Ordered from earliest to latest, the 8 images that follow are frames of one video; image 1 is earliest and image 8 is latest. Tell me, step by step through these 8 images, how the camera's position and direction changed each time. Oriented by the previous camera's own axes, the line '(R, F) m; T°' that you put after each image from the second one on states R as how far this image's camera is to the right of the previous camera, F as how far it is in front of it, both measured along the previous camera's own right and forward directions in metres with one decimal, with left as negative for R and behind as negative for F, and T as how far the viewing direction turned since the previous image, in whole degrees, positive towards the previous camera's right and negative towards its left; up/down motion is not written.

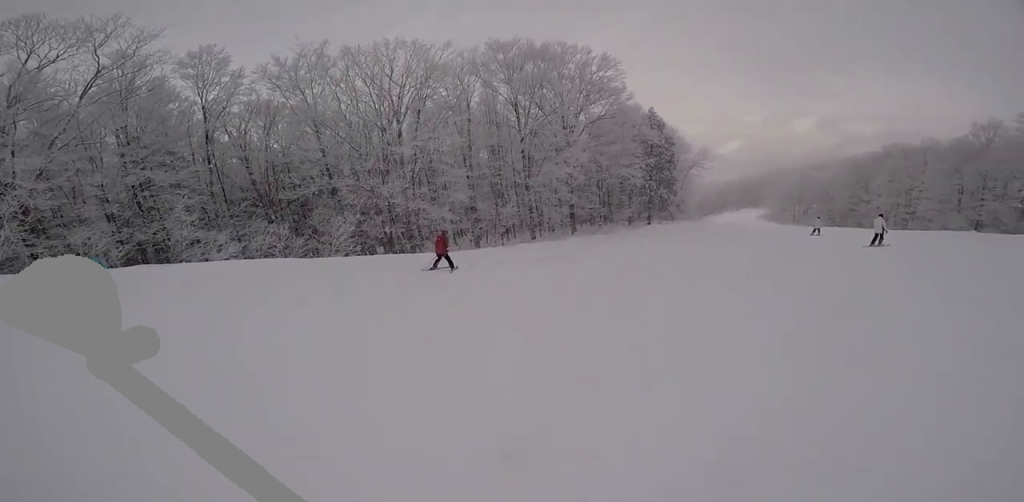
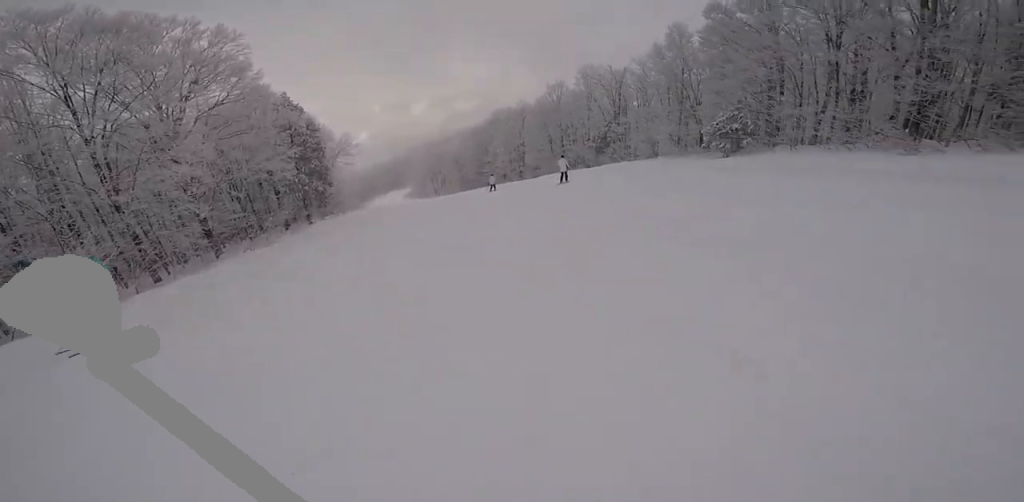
(+2.0, +4.4) m; +30°
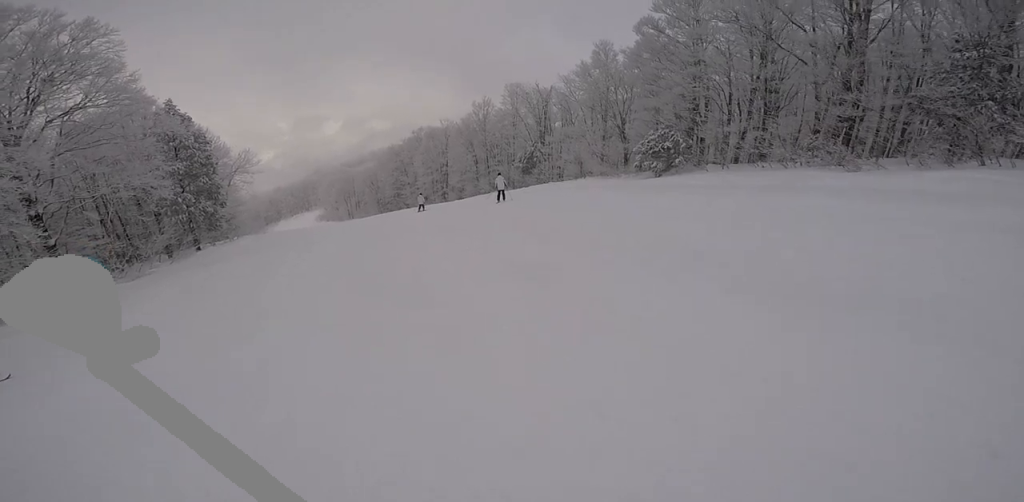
(+0.1, +2.5) m; +5°
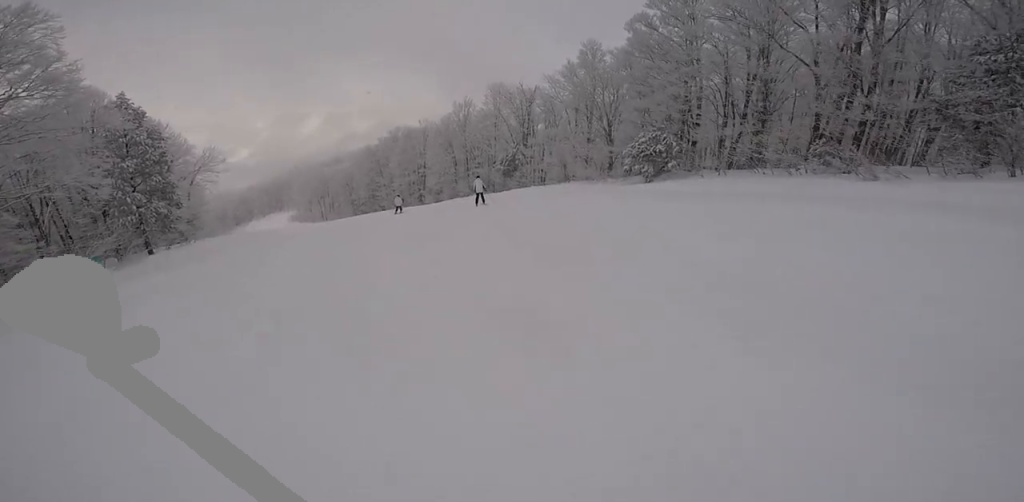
(+0.1, +2.0) m; +1°
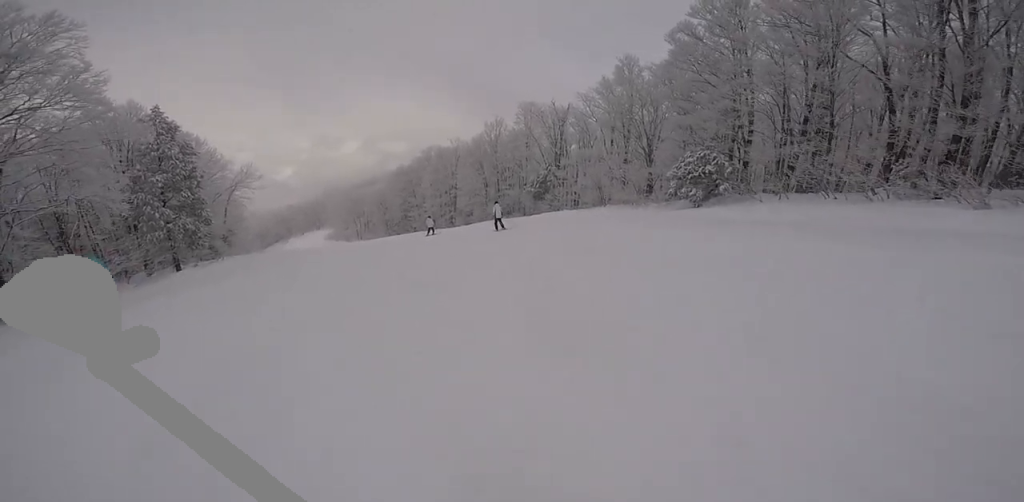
(0.0, +2.3) m; +2°
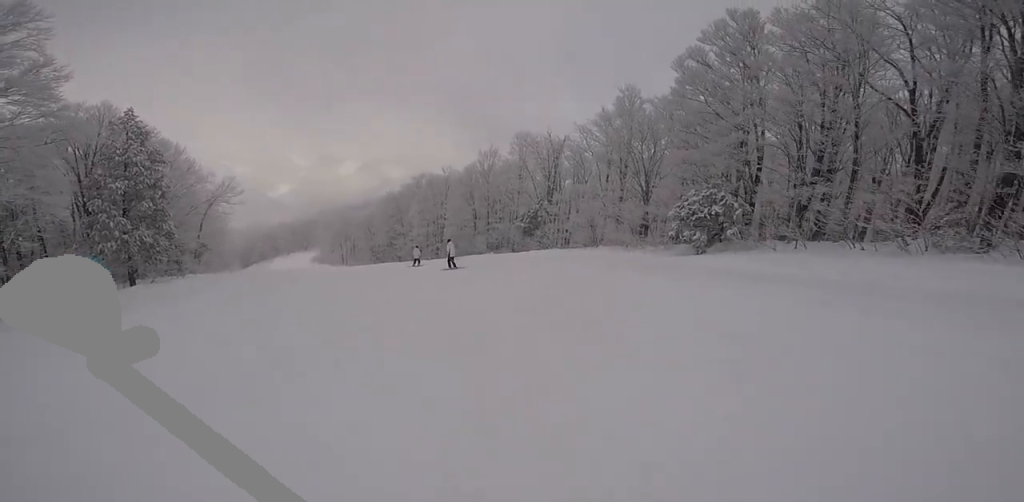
(0.0, +2.8) m; +5°
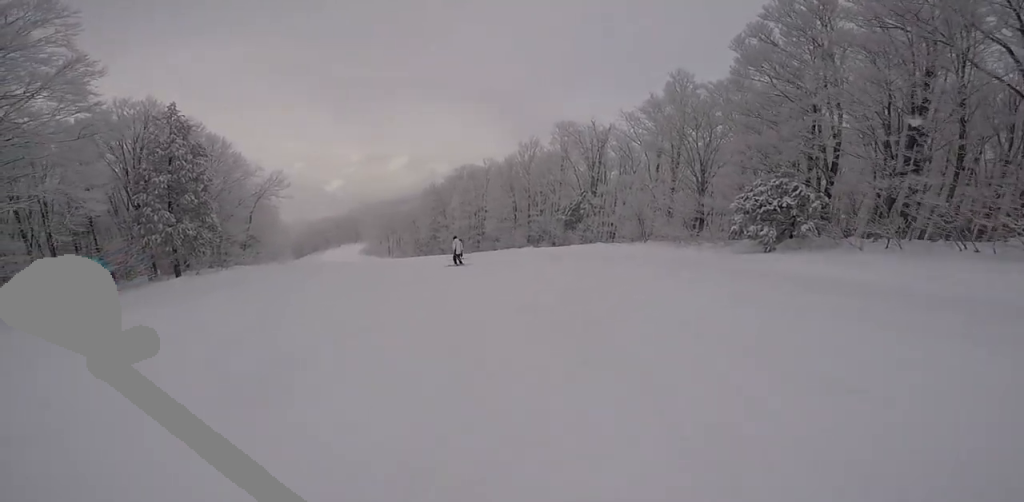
(0.0, +2.0) m; 0°
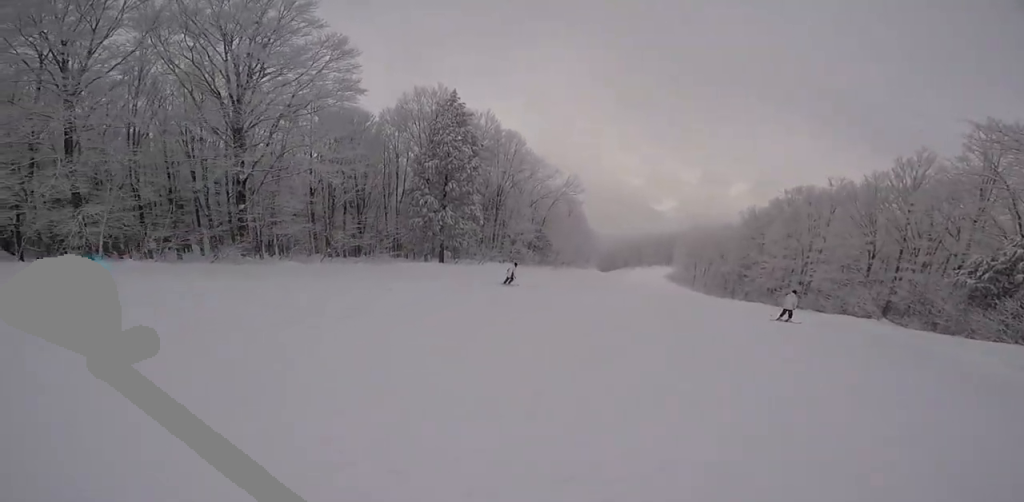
(-4.5, +8.7) m; -57°
